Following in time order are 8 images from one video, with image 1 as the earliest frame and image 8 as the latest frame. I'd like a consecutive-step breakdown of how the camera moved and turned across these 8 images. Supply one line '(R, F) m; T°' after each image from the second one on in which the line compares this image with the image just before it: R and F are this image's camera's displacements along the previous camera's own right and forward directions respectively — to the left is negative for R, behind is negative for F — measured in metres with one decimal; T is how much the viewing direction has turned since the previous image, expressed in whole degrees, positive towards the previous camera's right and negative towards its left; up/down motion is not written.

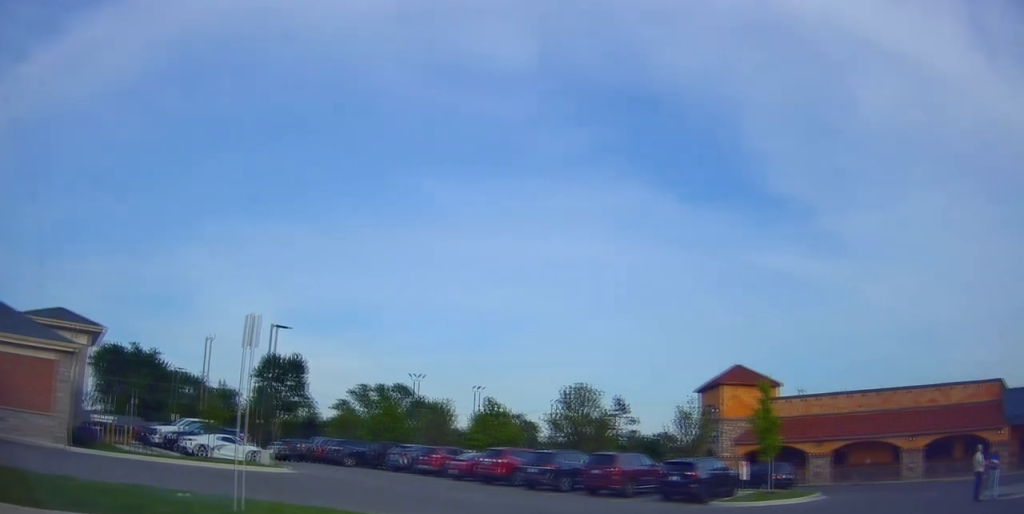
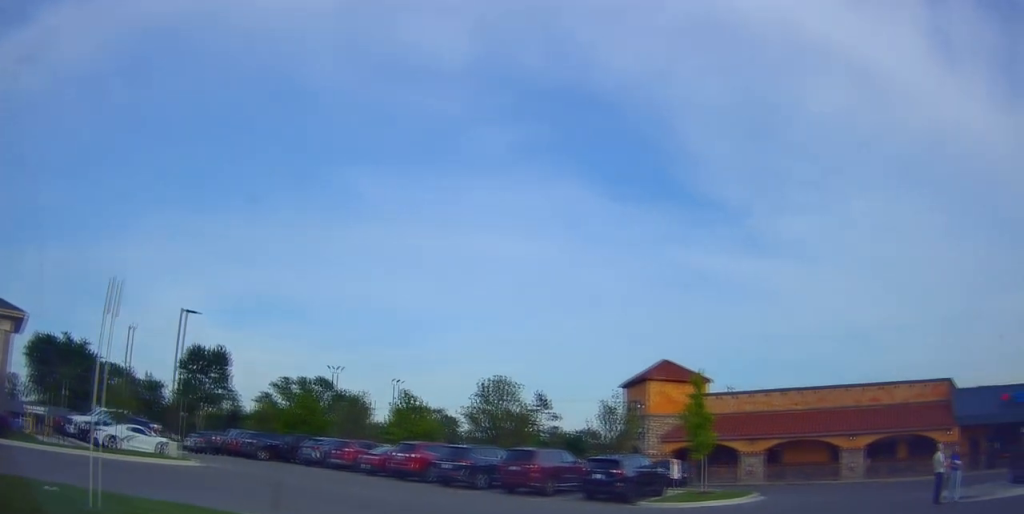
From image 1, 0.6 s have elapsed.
(+0.2, +1.2) m; +13°
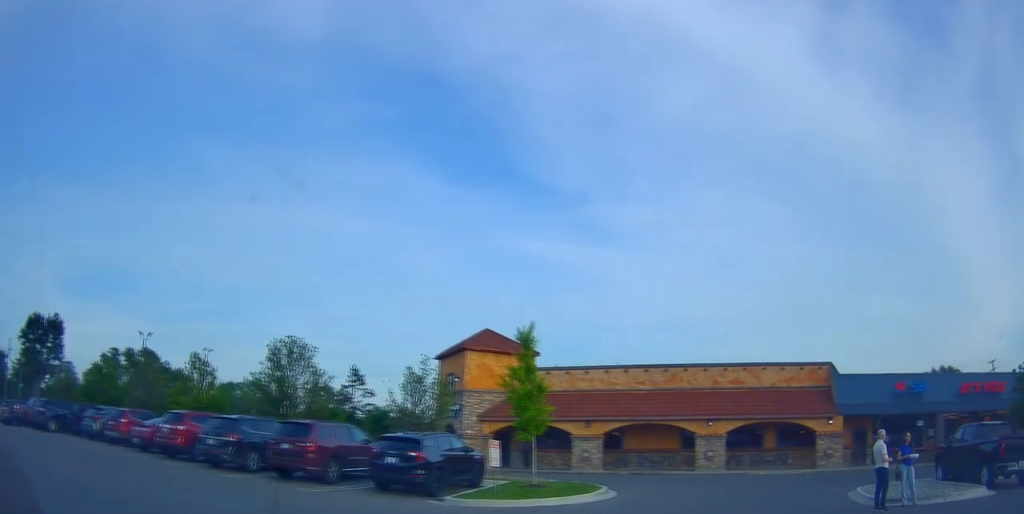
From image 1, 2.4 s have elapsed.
(+0.6, +4.5) m; +13°
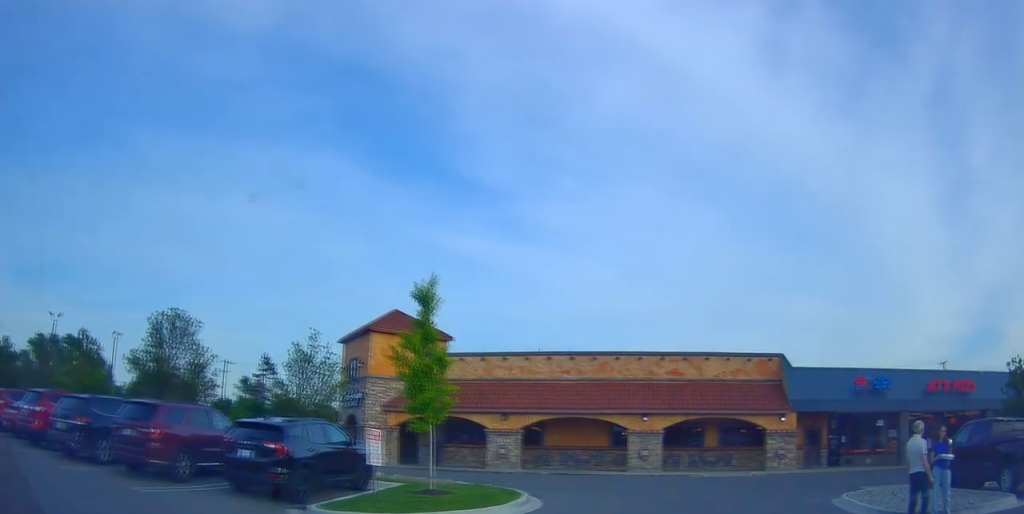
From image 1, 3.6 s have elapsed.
(+0.4, +3.1) m; +20°
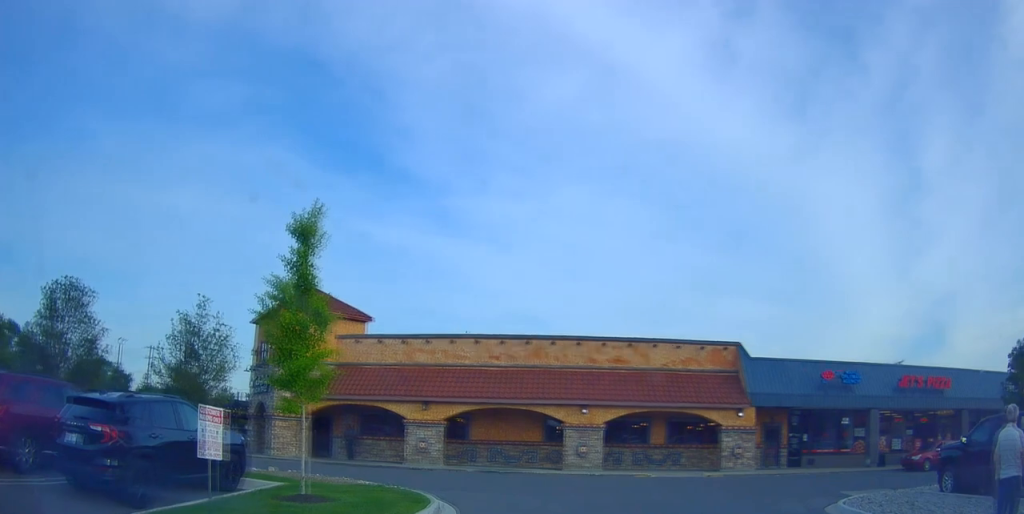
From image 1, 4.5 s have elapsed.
(+0.4, +2.8) m; +11°
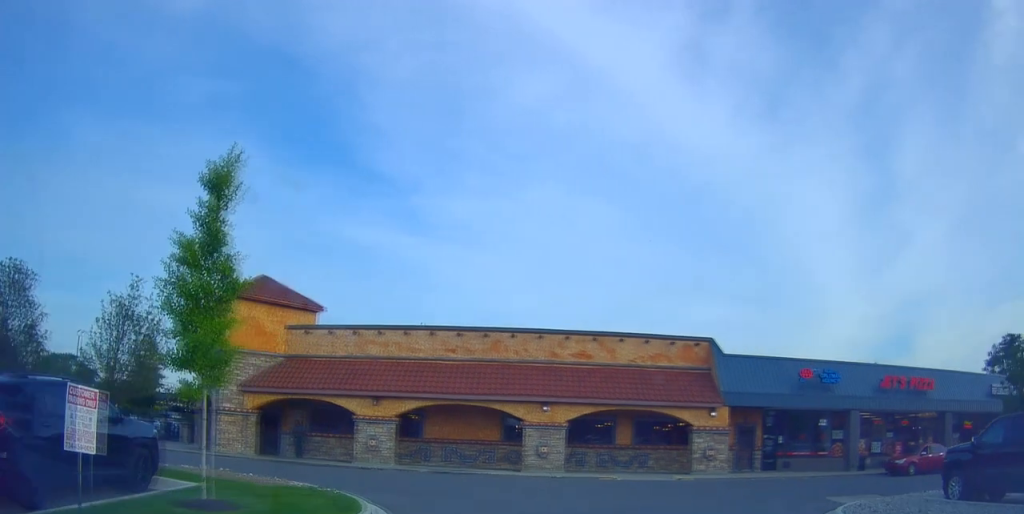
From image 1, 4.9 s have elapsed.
(+0.1, +1.5) m; +4°
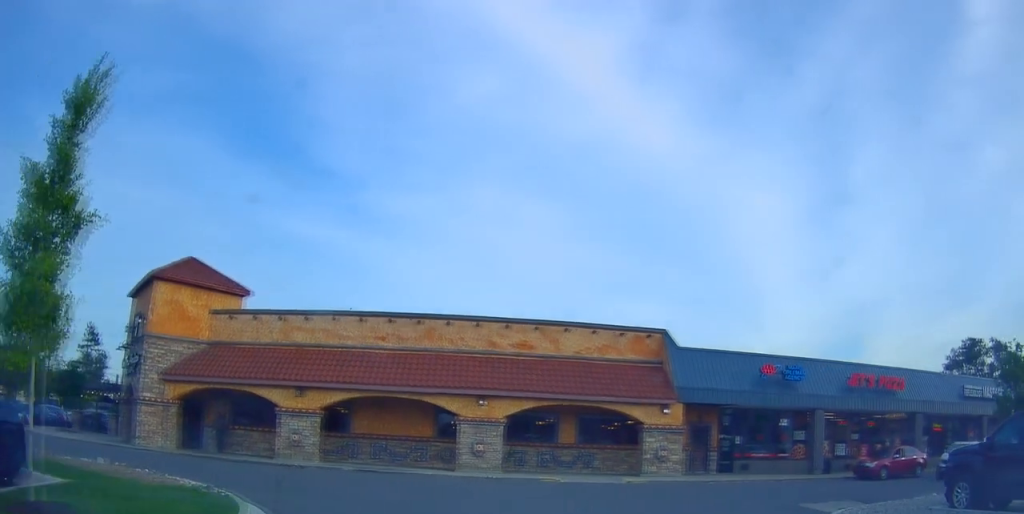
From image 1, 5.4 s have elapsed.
(+0.1, +2.1) m; +1°
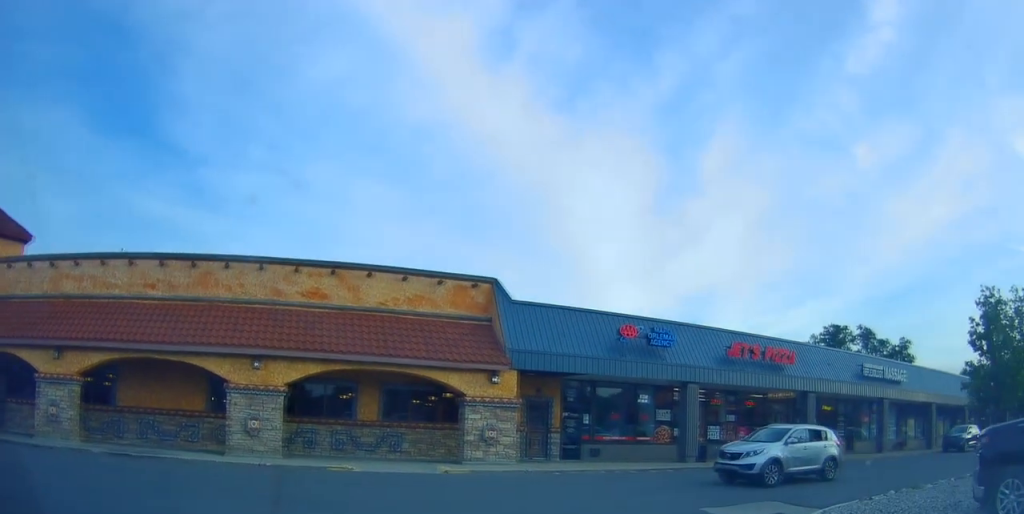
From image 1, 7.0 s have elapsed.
(+0.2, +6.7) m; +6°
